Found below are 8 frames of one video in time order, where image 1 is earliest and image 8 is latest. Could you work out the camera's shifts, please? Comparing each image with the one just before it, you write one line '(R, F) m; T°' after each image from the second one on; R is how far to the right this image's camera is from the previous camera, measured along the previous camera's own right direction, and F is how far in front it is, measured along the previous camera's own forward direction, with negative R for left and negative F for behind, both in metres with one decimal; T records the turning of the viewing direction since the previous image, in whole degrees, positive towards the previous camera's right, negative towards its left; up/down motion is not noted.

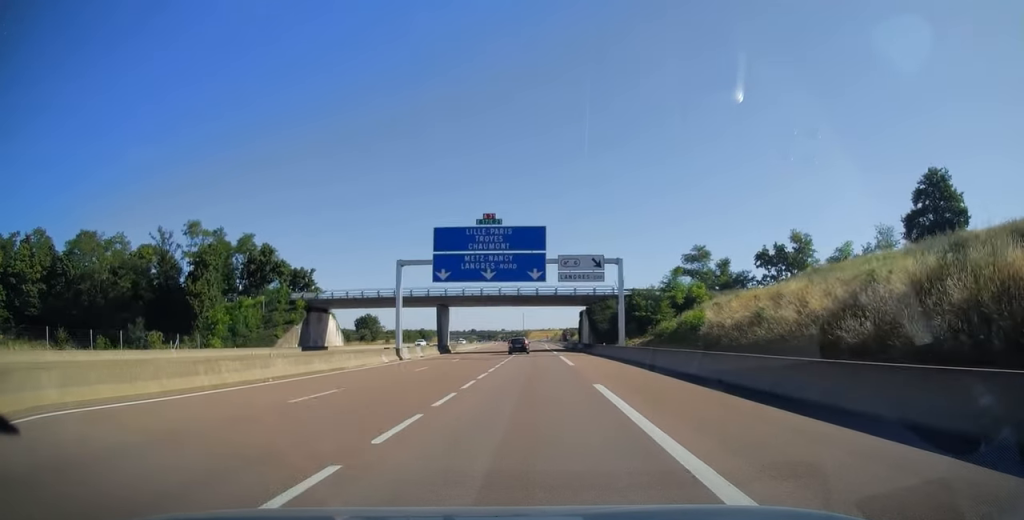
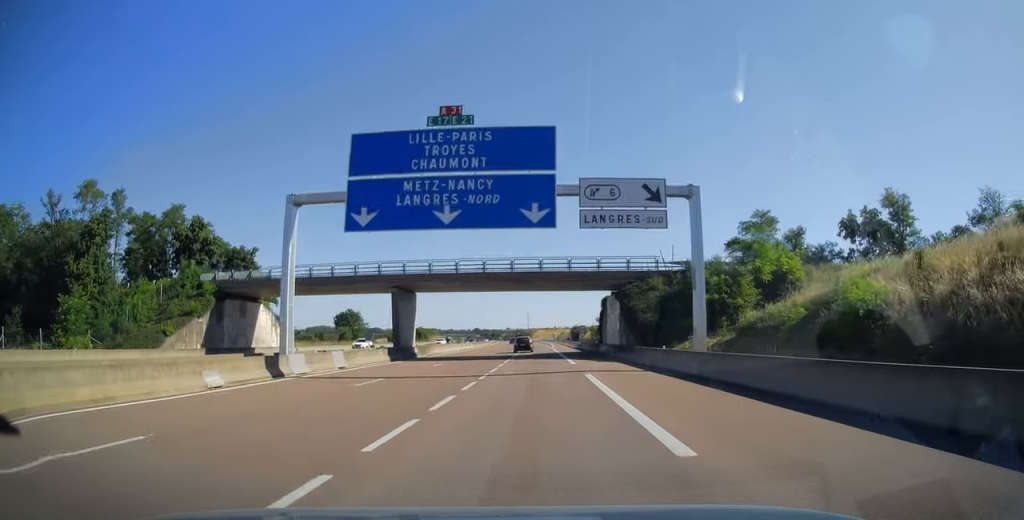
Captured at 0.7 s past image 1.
(-0.1, +22.3) m; 0°
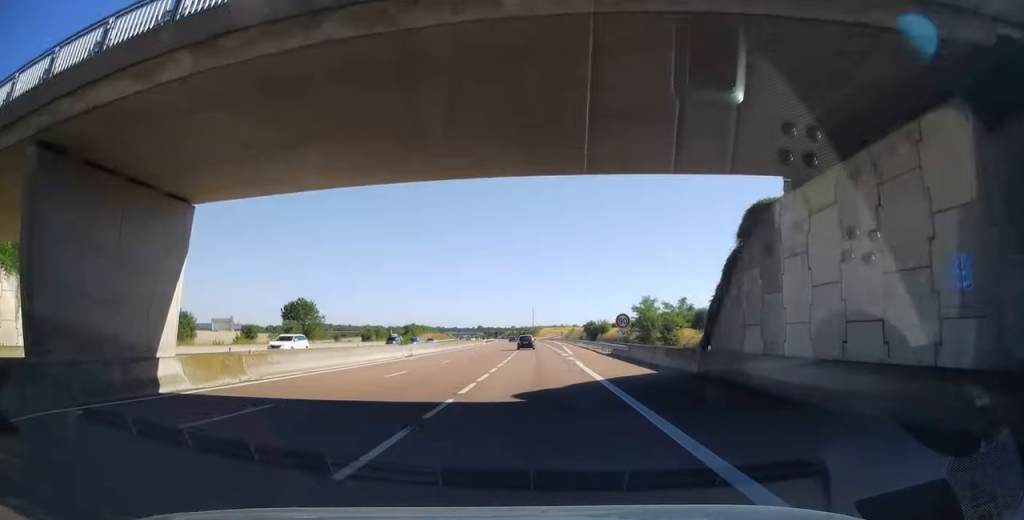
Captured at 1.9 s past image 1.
(-0.2, +36.1) m; -1°
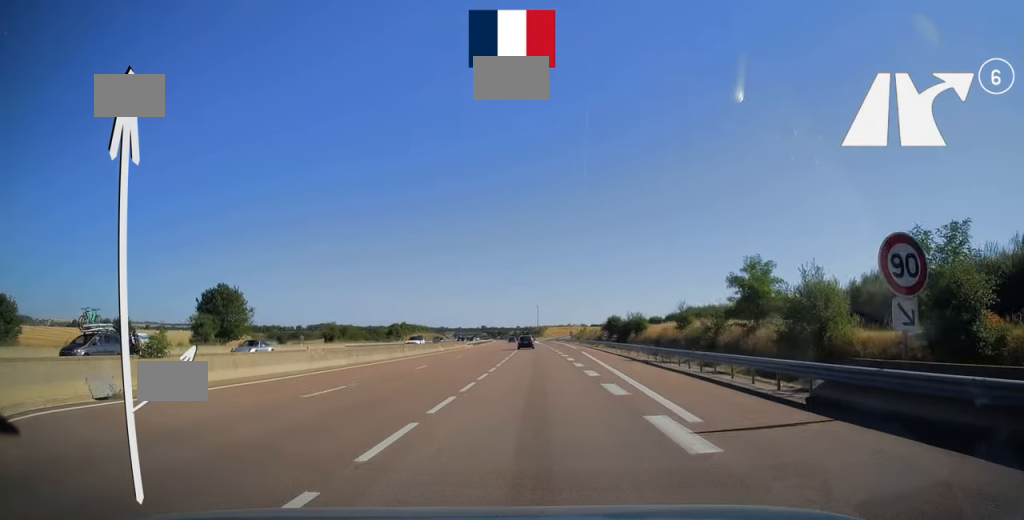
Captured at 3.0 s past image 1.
(-0.4, +34.3) m; -1°
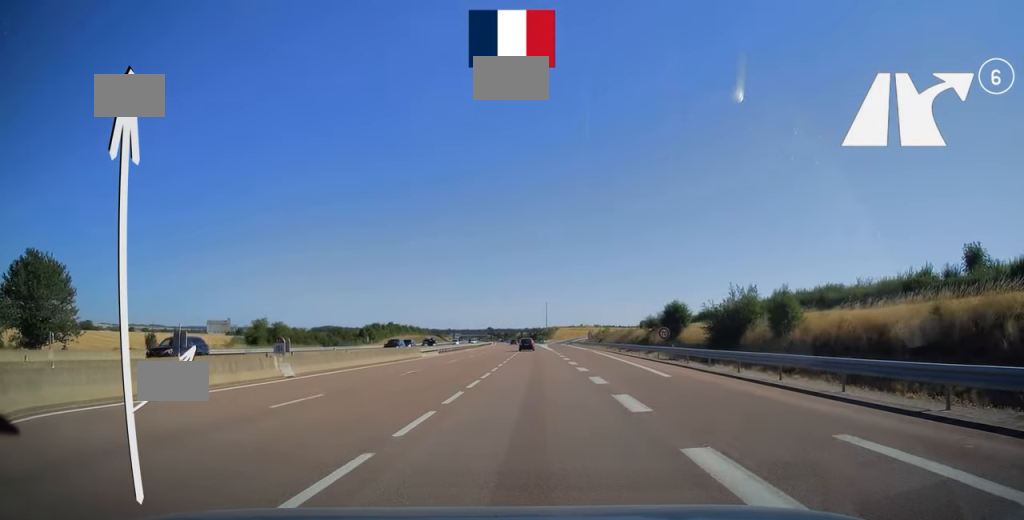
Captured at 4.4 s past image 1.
(-0.2, +41.9) m; -1°
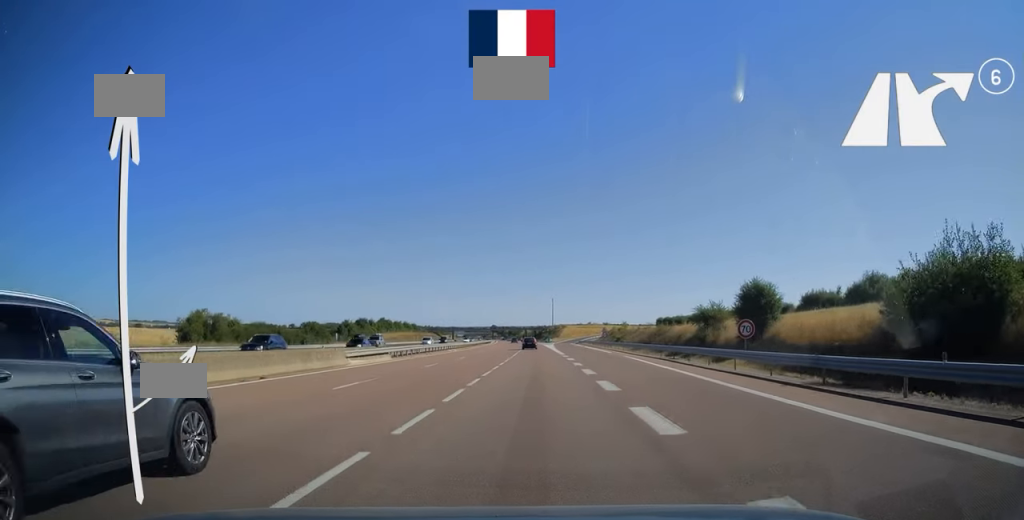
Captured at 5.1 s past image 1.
(-0.1, +21.9) m; 0°
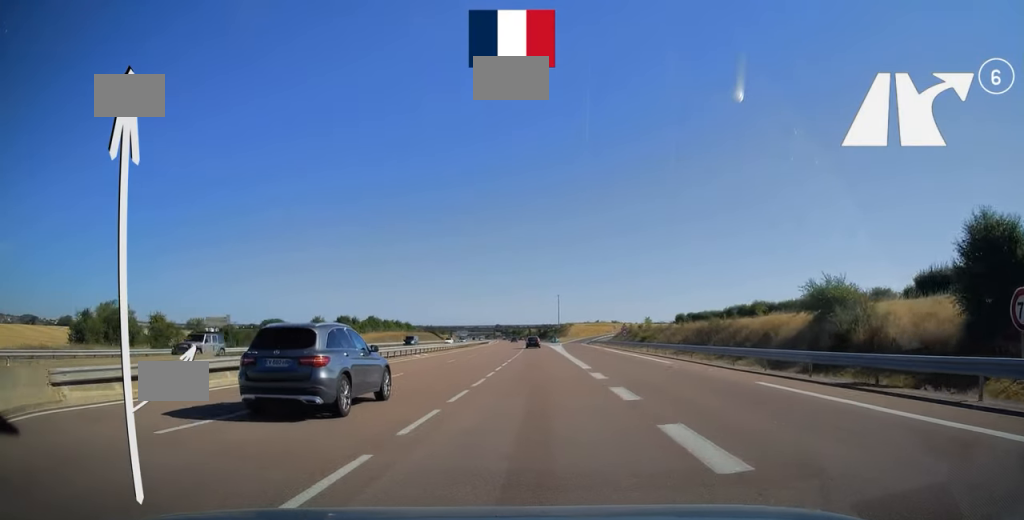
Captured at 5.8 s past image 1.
(0.0, +21.9) m; 0°
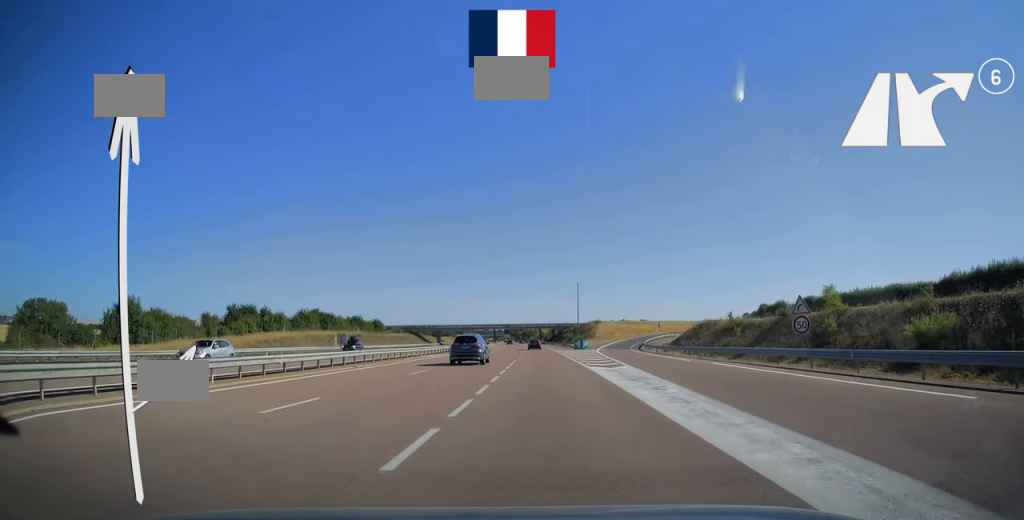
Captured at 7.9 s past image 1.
(-0.5, +62.9) m; -1°
